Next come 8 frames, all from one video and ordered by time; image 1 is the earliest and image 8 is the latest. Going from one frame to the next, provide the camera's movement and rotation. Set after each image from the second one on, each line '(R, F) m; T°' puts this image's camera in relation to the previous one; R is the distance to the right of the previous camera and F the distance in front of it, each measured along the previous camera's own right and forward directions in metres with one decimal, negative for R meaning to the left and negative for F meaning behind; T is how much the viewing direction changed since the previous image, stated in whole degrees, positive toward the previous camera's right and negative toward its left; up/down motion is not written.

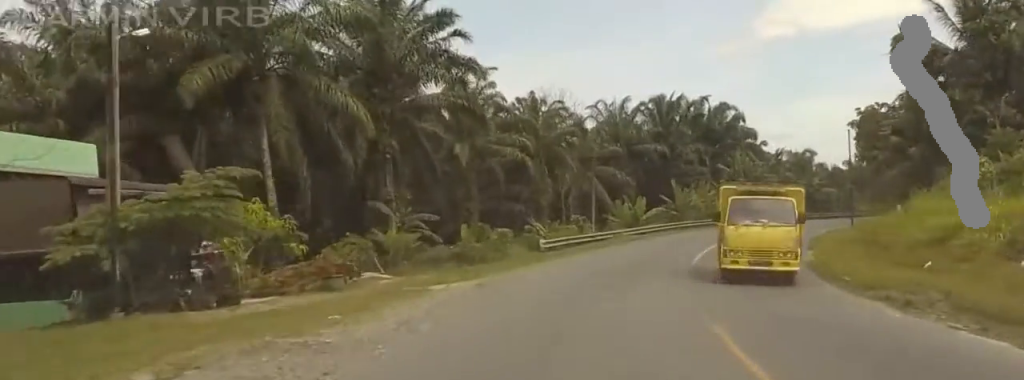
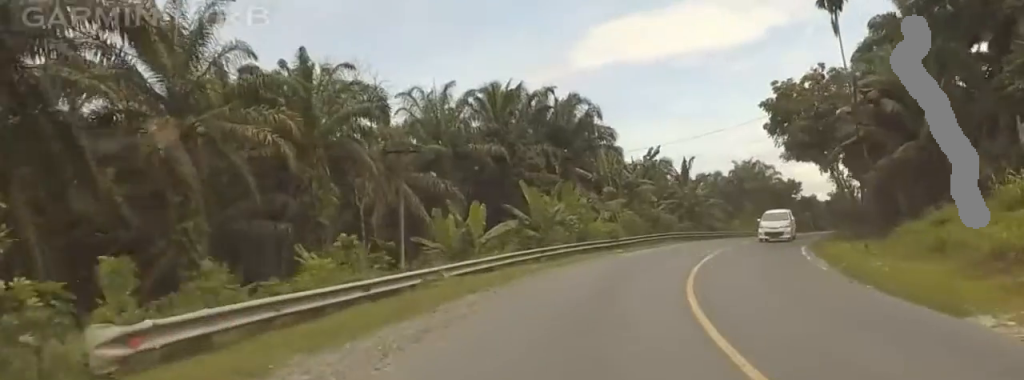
(-0.7, +25.1) m; -3°
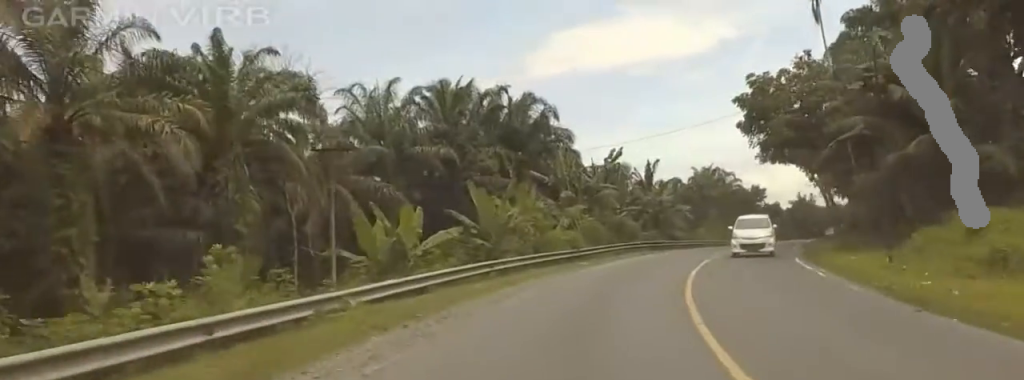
(0.0, +5.6) m; 0°
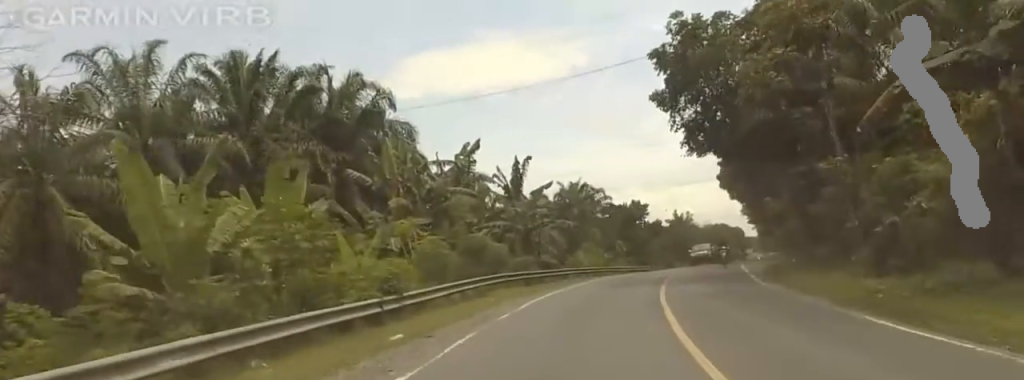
(0.0, +18.4) m; 0°
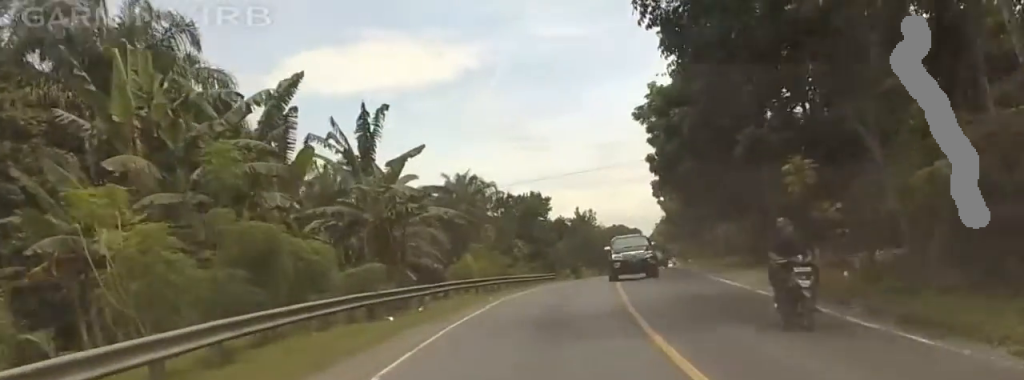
(0.0, +16.6) m; 0°
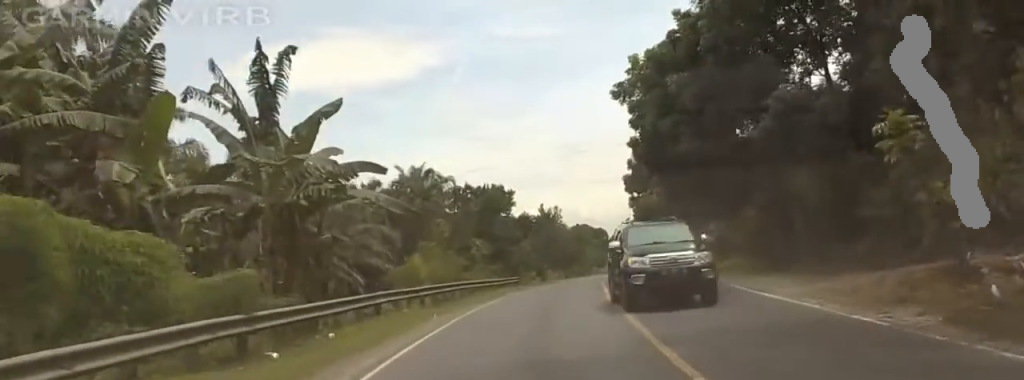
(0.0, +7.7) m; 0°
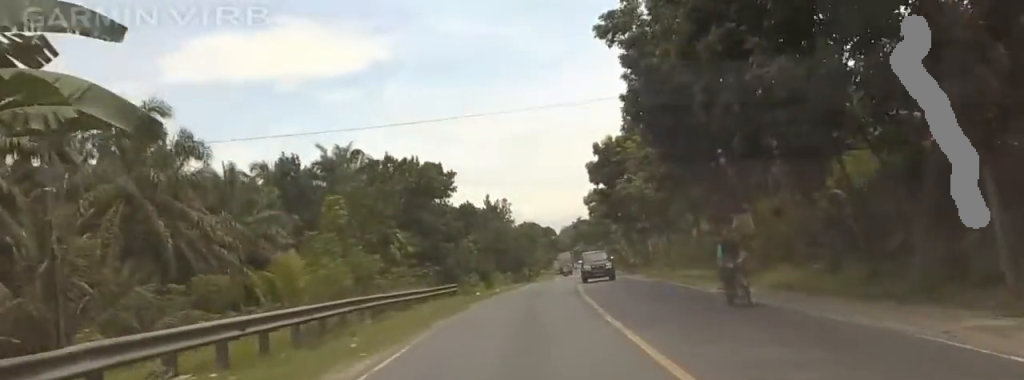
(0.0, +13.7) m; -3°
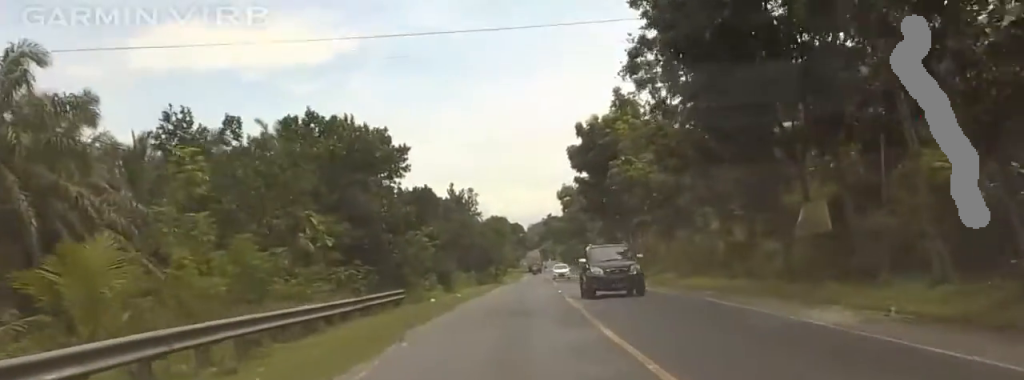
(-0.5, +9.7) m; -1°
